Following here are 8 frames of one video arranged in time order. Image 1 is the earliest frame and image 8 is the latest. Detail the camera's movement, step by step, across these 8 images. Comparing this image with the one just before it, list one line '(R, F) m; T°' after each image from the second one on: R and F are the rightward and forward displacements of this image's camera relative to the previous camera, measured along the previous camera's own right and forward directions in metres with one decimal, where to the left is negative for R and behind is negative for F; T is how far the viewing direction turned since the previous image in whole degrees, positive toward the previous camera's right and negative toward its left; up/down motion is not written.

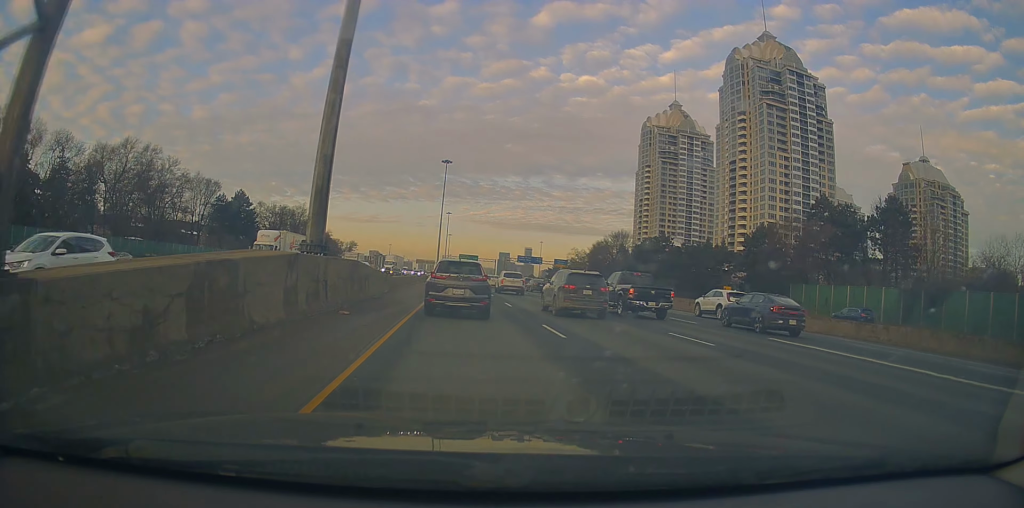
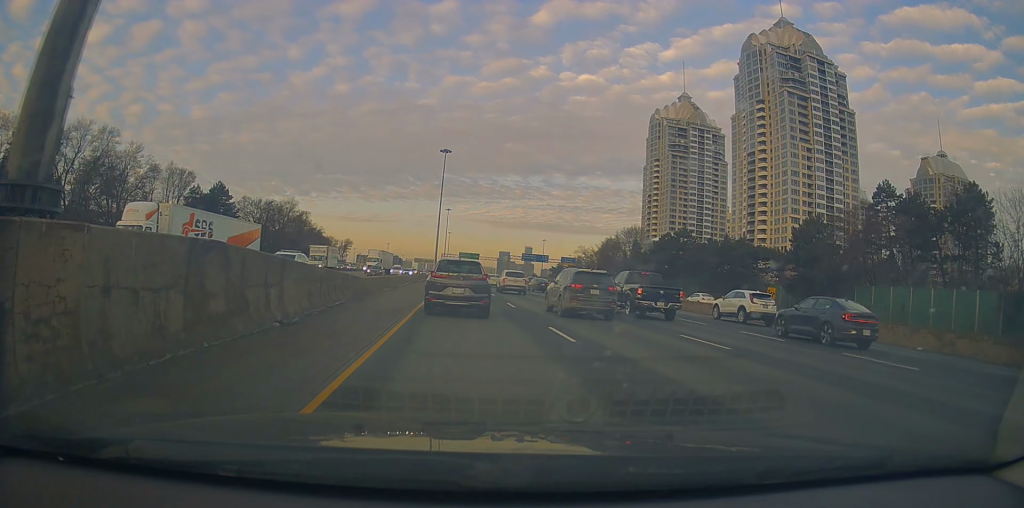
(-0.2, +13.0) m; -1°
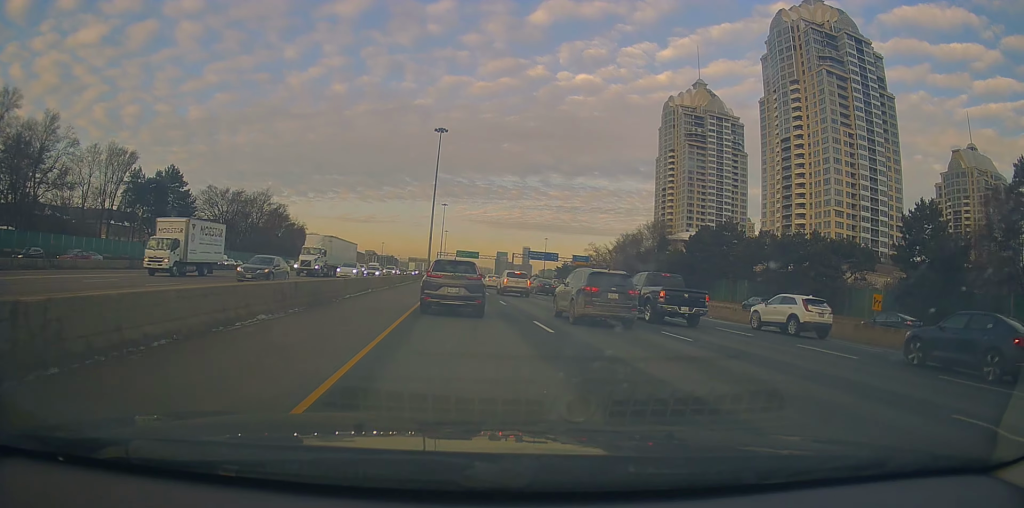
(-0.4, +21.6) m; -1°
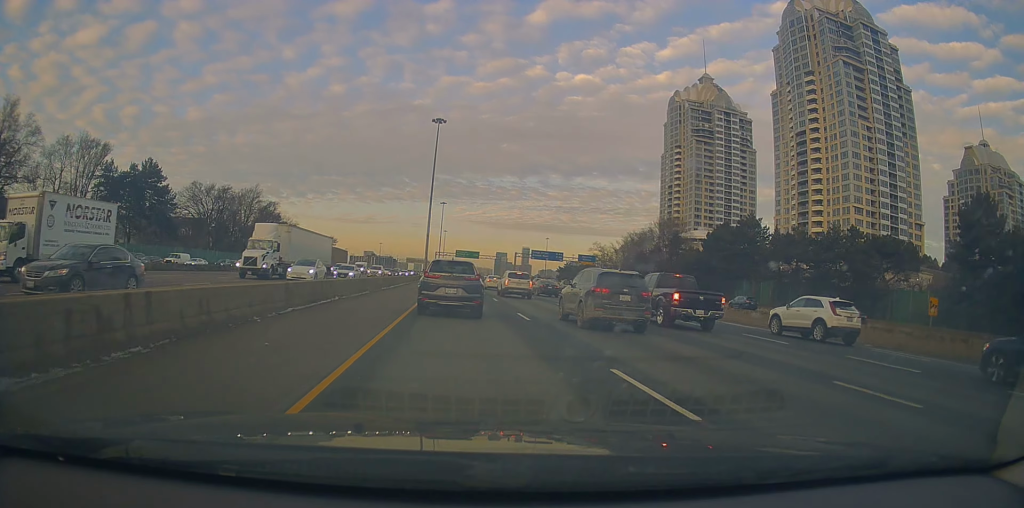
(+0.1, +8.3) m; 0°
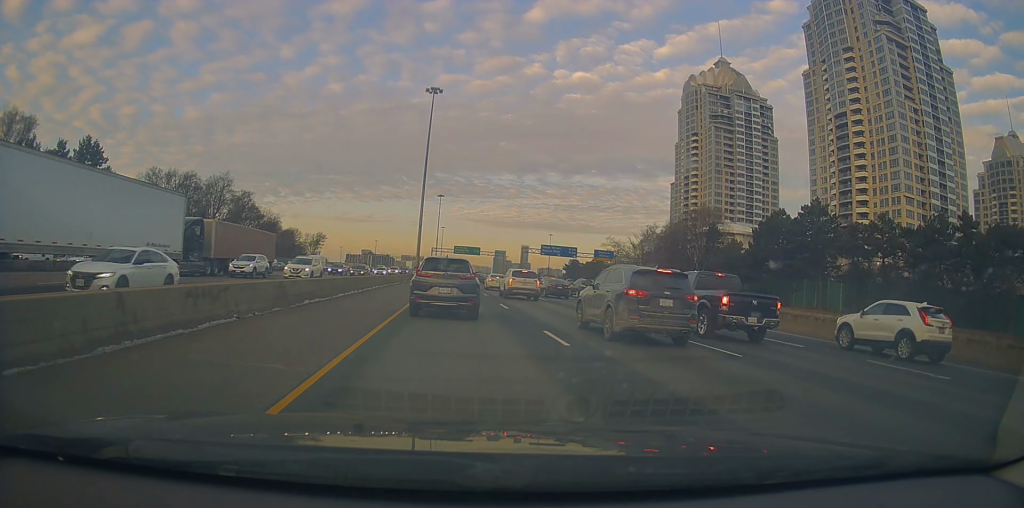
(+0.1, +18.8) m; 0°
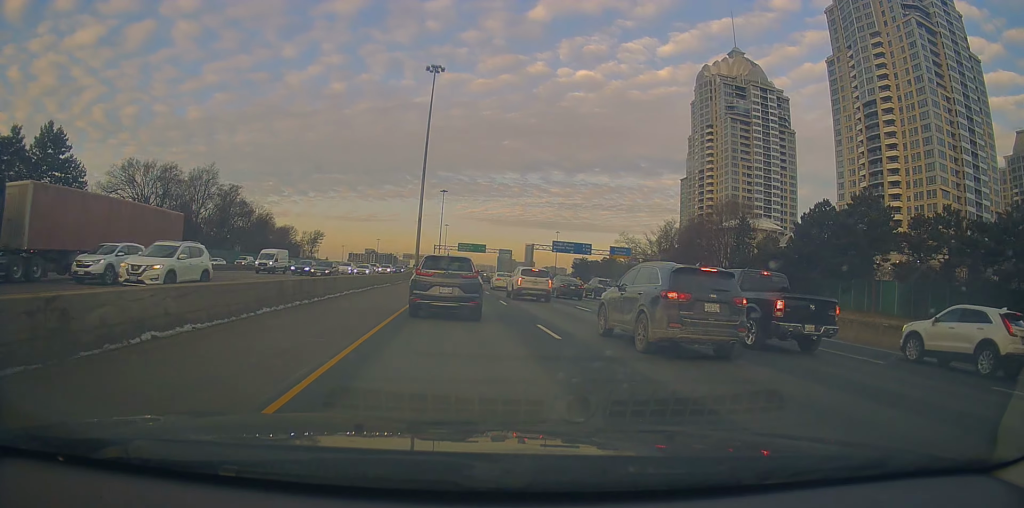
(0.0, +10.4) m; +1°
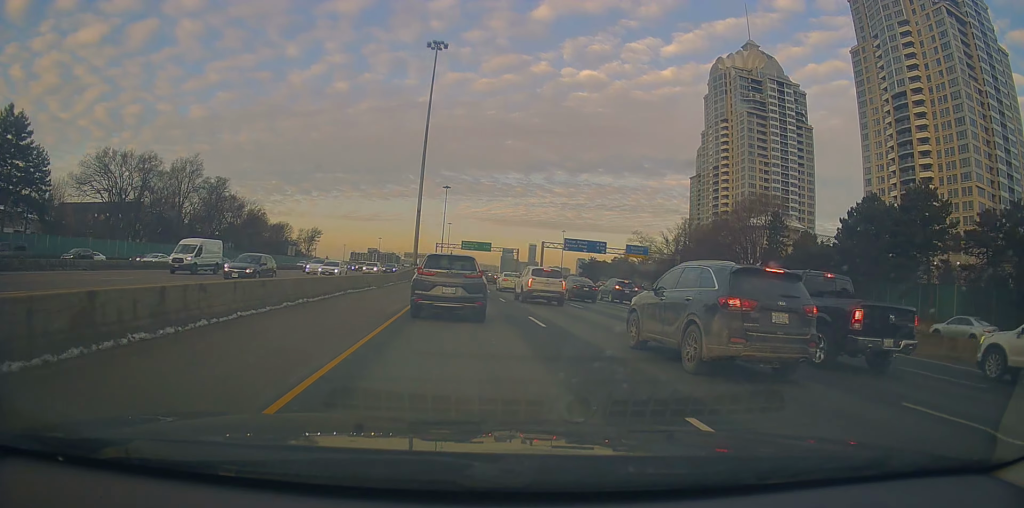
(0.0, +9.7) m; 0°
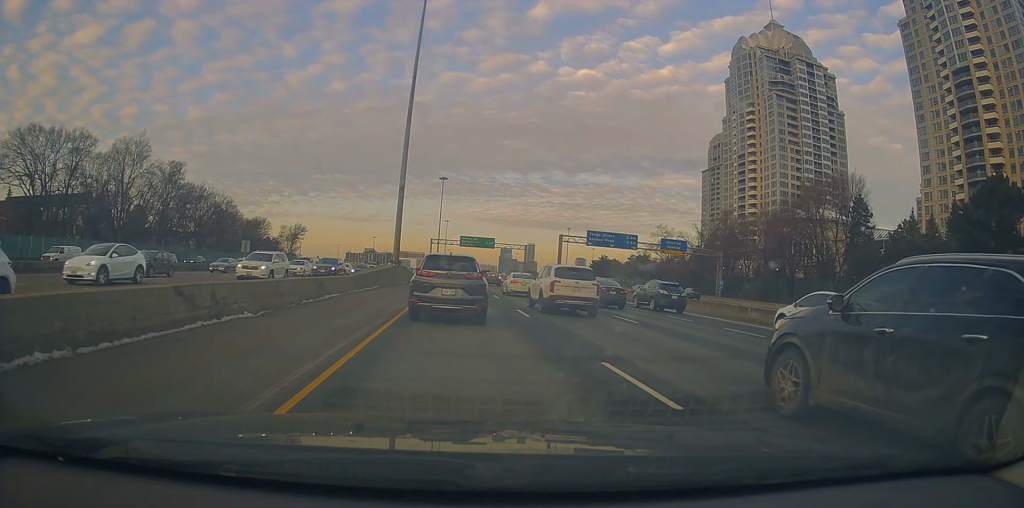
(-0.1, +21.3) m; -2°
